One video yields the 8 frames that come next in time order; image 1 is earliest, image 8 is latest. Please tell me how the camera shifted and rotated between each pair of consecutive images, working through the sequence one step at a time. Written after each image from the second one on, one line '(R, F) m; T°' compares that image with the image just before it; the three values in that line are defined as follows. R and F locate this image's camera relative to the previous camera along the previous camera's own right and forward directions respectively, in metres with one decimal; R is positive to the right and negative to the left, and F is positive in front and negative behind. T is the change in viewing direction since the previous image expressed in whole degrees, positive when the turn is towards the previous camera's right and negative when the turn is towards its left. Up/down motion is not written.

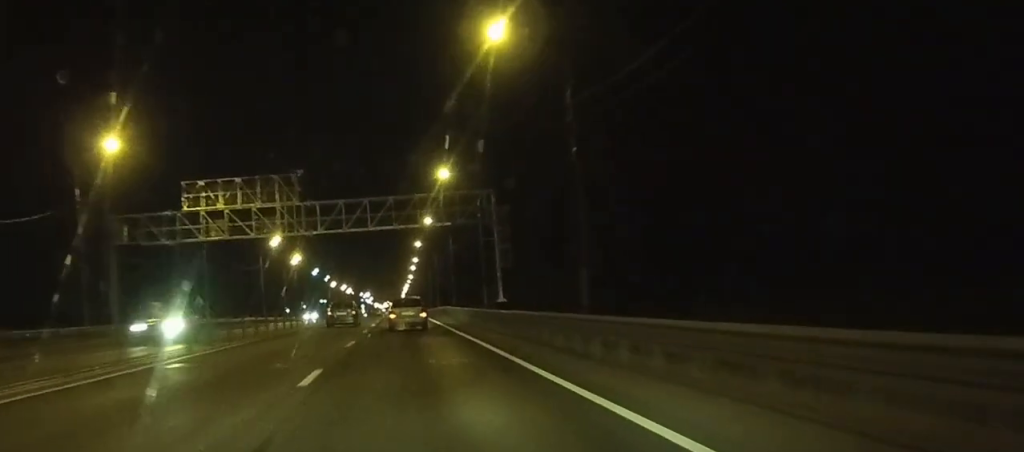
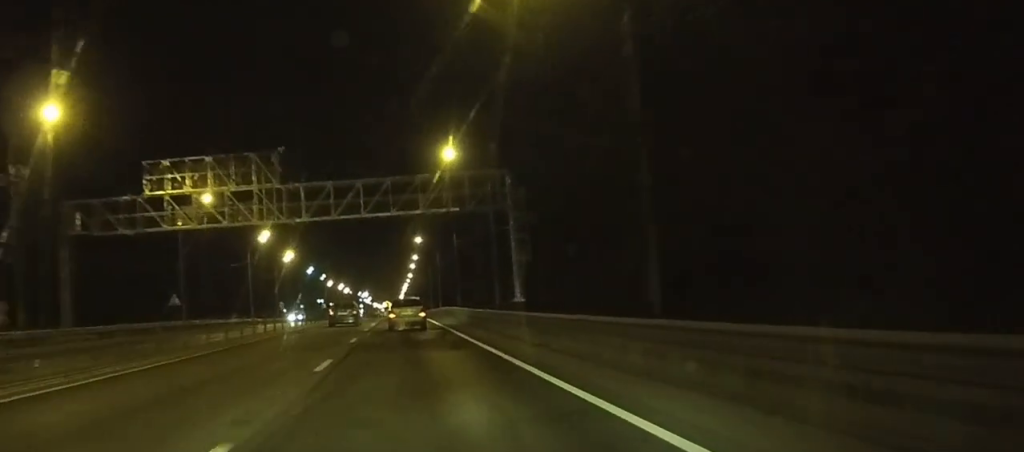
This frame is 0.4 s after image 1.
(0.0, +8.9) m; 0°
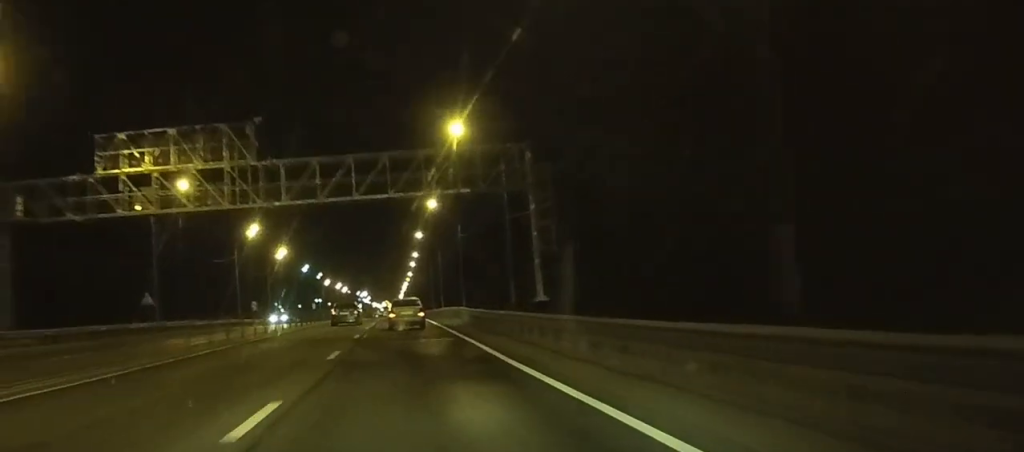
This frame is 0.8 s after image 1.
(0.0, +8.2) m; 0°
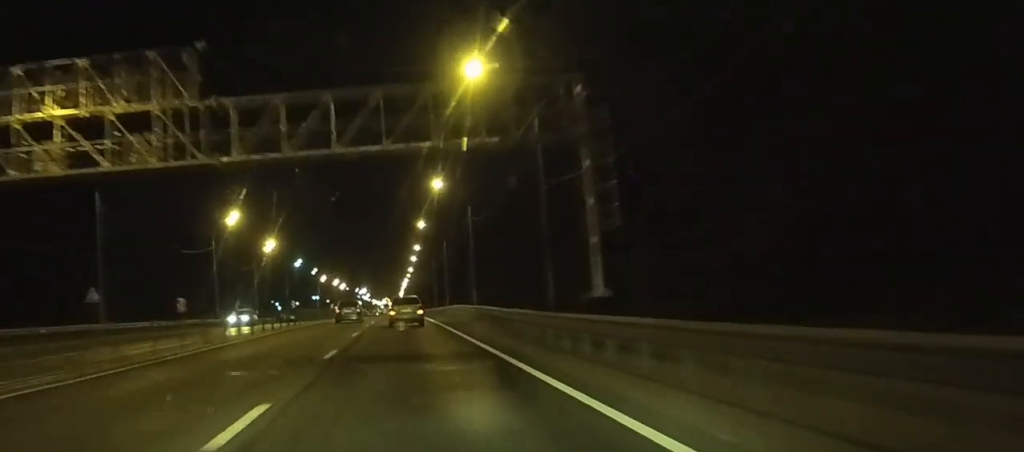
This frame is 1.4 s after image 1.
(0.0, +12.5) m; +3°
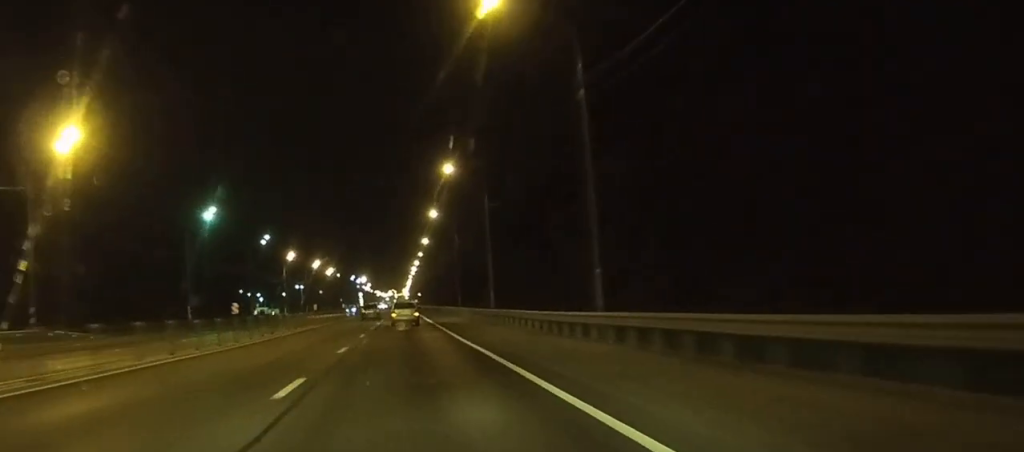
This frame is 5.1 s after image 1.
(-4.0, +82.0) m; -4°
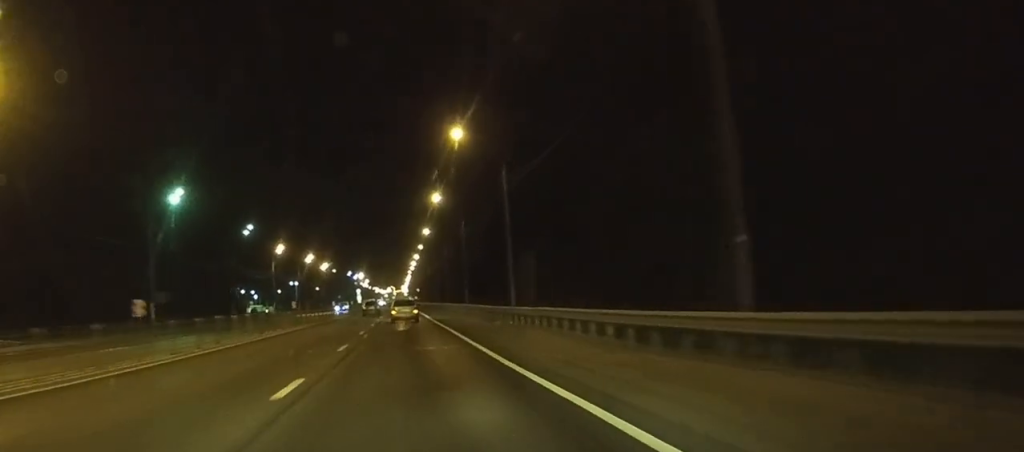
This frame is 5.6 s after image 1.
(+0.3, +14.2) m; +1°
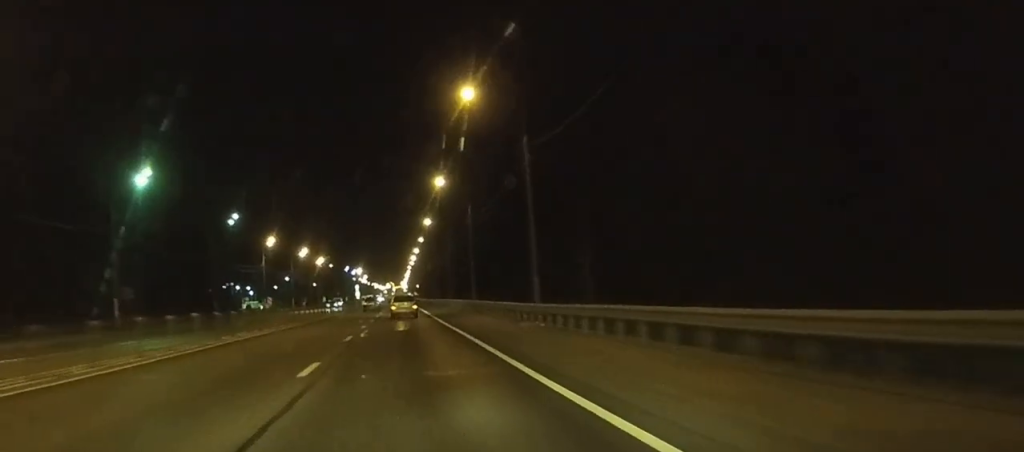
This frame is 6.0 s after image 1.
(+0.1, +10.7) m; 0°
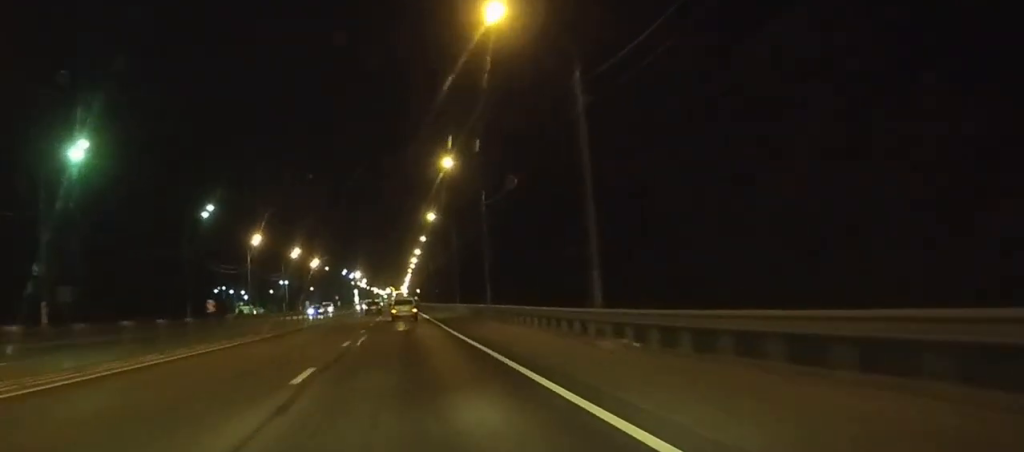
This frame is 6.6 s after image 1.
(0.0, +15.4) m; 0°
